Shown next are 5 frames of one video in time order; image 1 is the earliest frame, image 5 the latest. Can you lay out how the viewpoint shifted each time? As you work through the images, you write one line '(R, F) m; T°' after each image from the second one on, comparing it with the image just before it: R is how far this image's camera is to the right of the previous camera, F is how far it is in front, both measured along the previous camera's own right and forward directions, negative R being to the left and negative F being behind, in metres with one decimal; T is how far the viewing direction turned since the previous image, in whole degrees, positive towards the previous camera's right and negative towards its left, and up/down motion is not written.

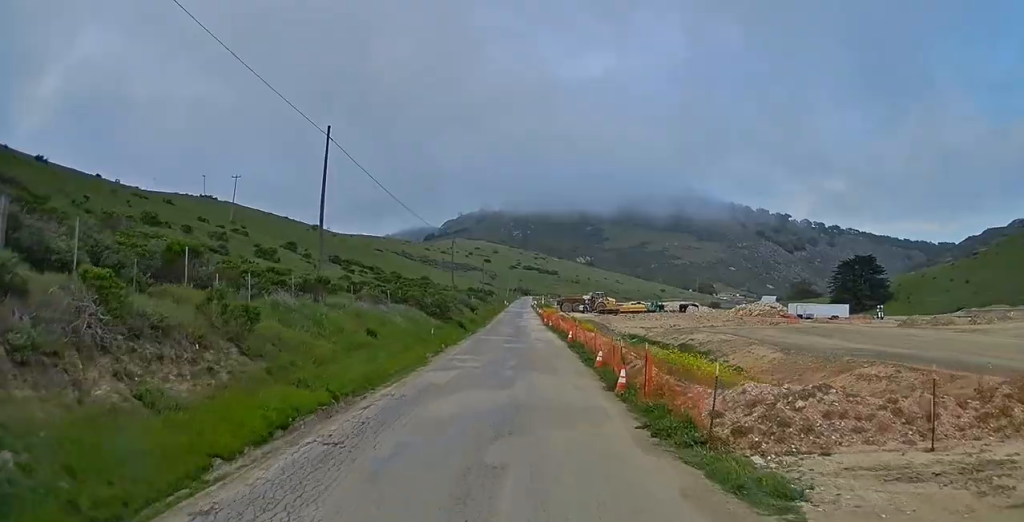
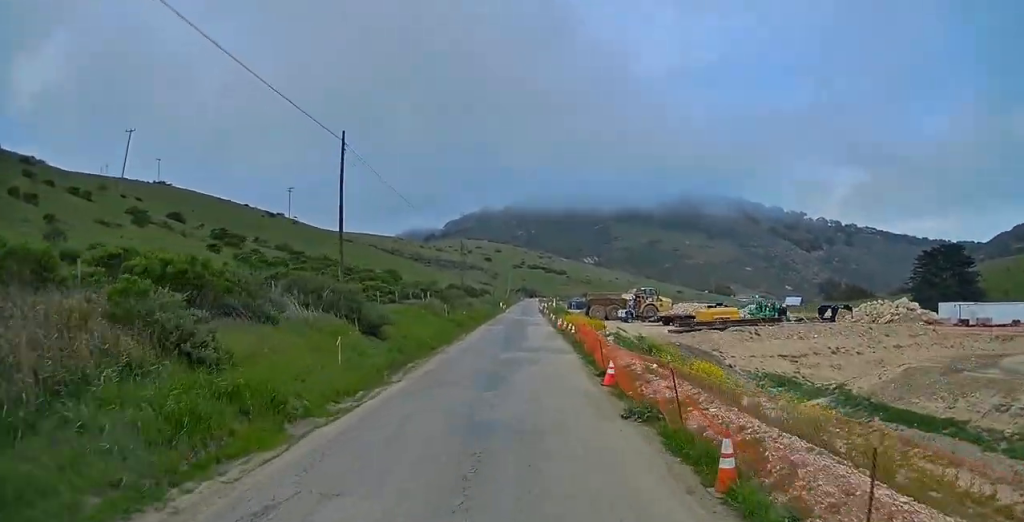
(0.0, +45.9) m; 0°
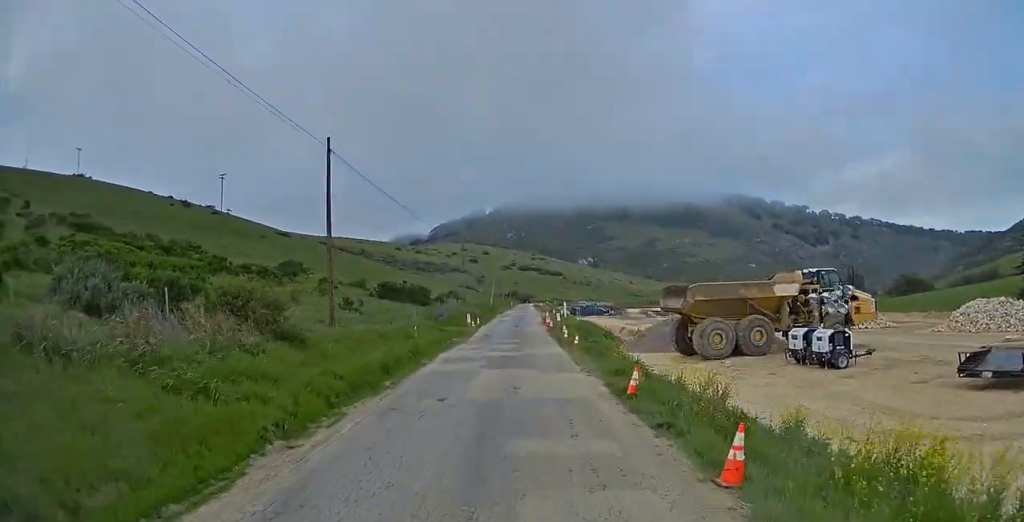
(-0.2, +47.6) m; 0°
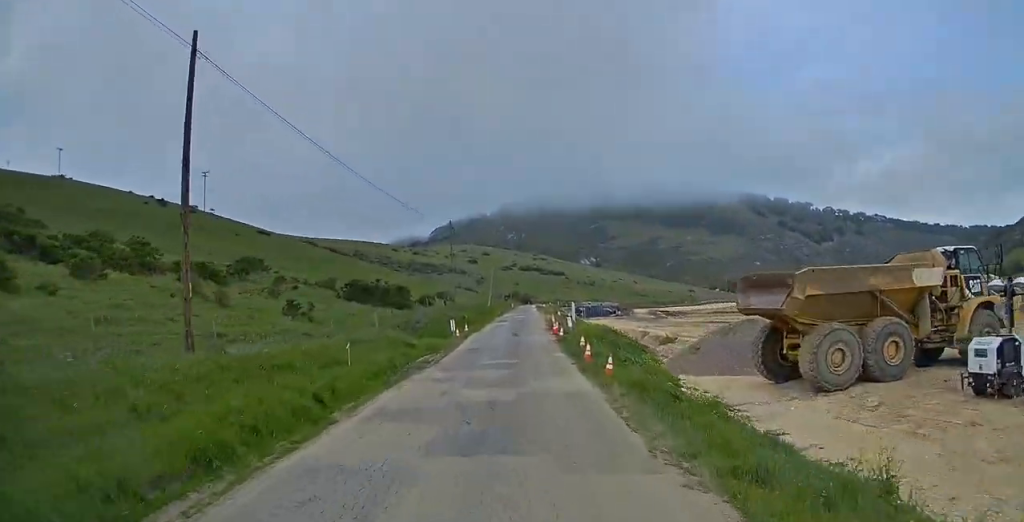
(+0.1, +10.9) m; 0°
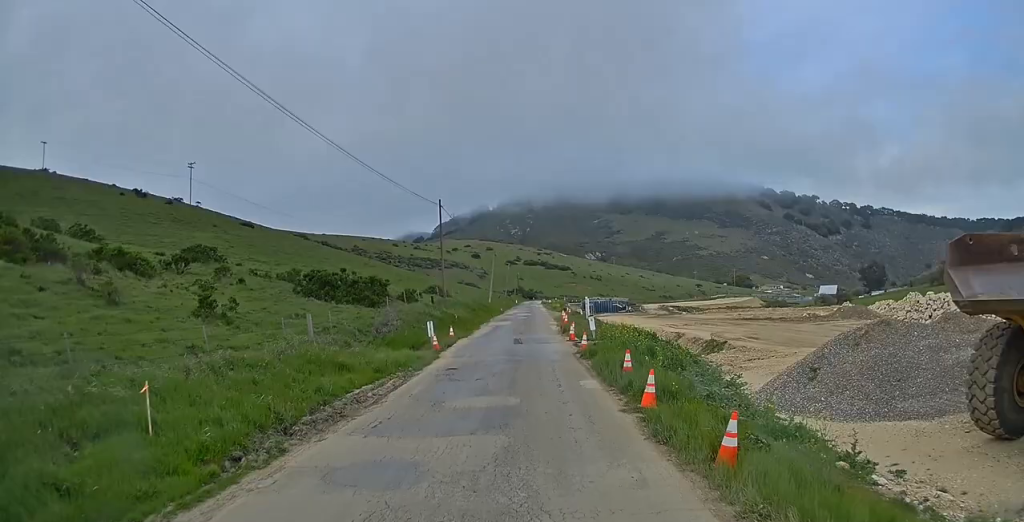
(+0.1, +10.2) m; 0°
